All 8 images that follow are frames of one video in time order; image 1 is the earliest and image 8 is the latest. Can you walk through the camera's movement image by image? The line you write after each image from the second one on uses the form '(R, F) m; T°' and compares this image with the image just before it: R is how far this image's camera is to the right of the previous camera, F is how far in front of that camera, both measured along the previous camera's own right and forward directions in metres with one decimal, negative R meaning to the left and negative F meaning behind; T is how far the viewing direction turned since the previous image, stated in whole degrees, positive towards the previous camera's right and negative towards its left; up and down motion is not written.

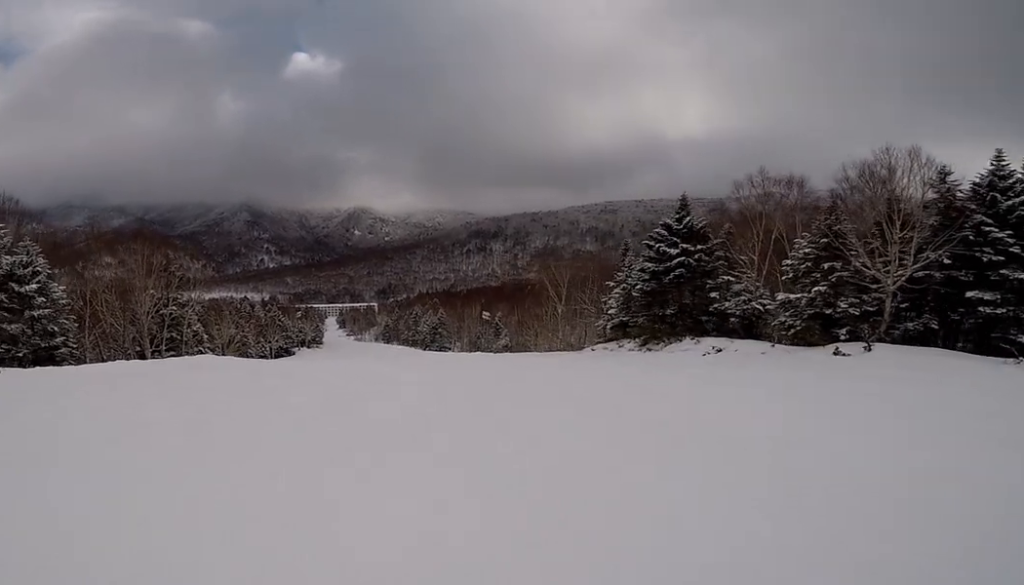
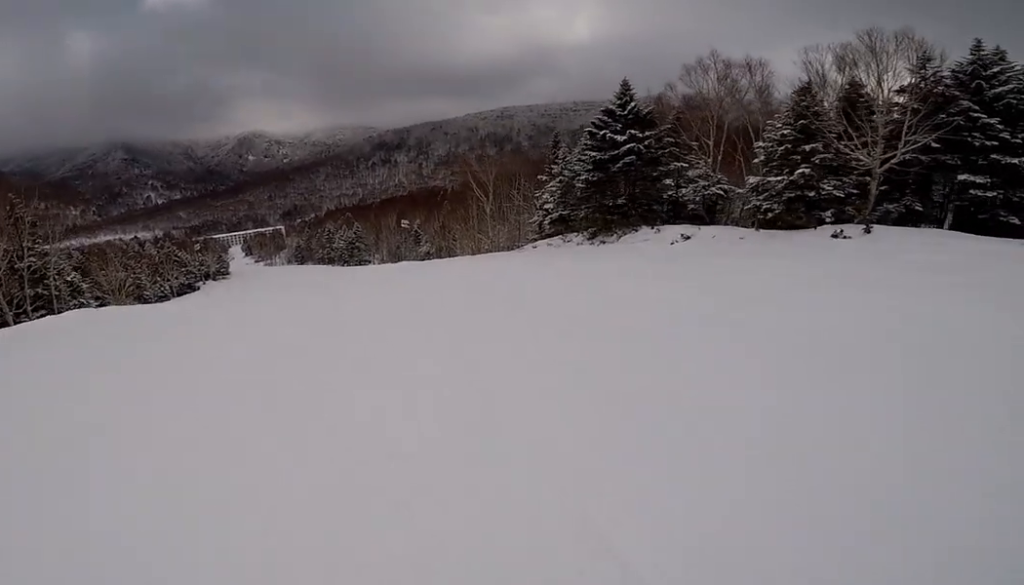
(+0.3, +5.0) m; +8°
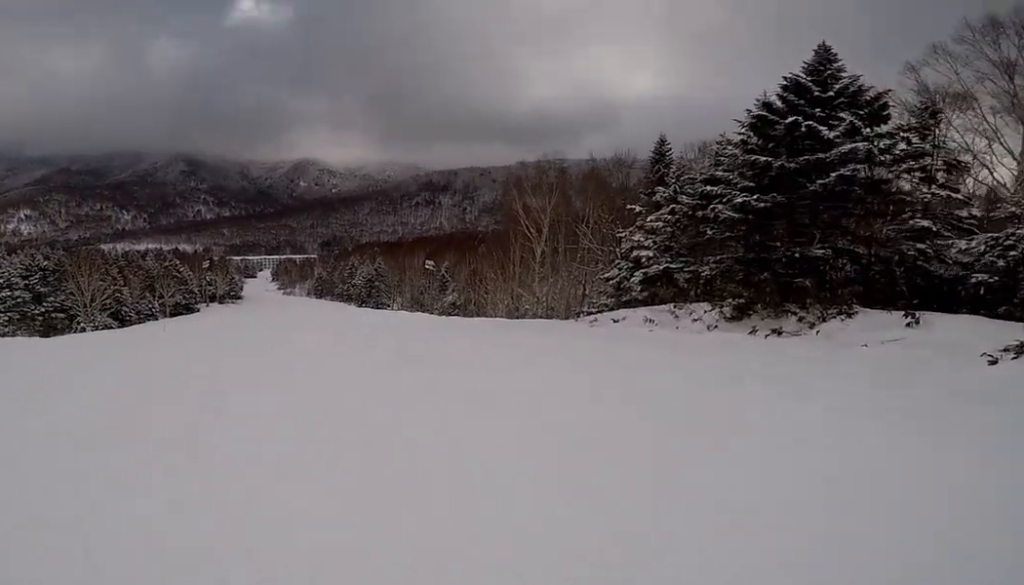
(+2.9, +15.3) m; +9°
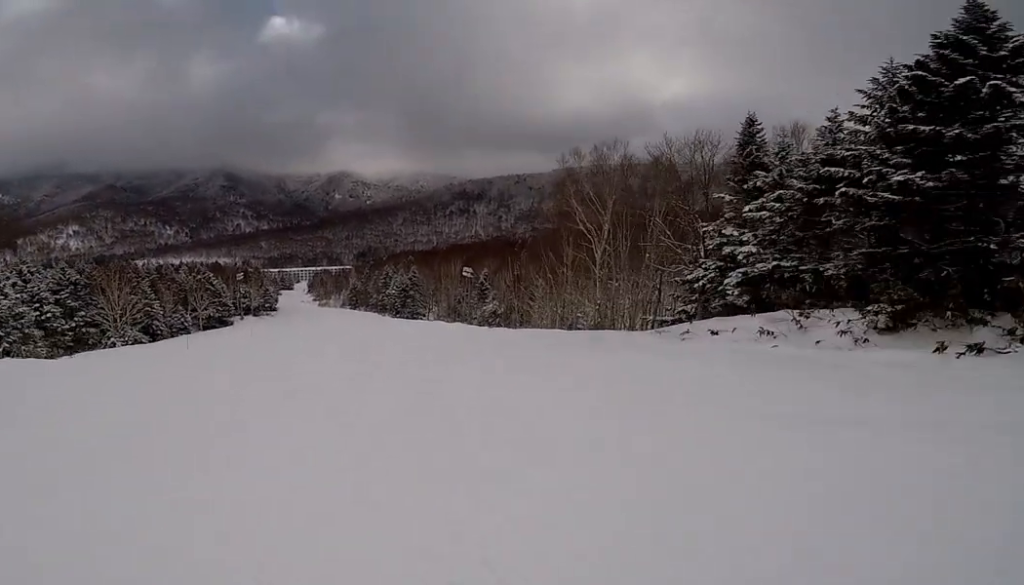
(-0.3, +4.4) m; -7°
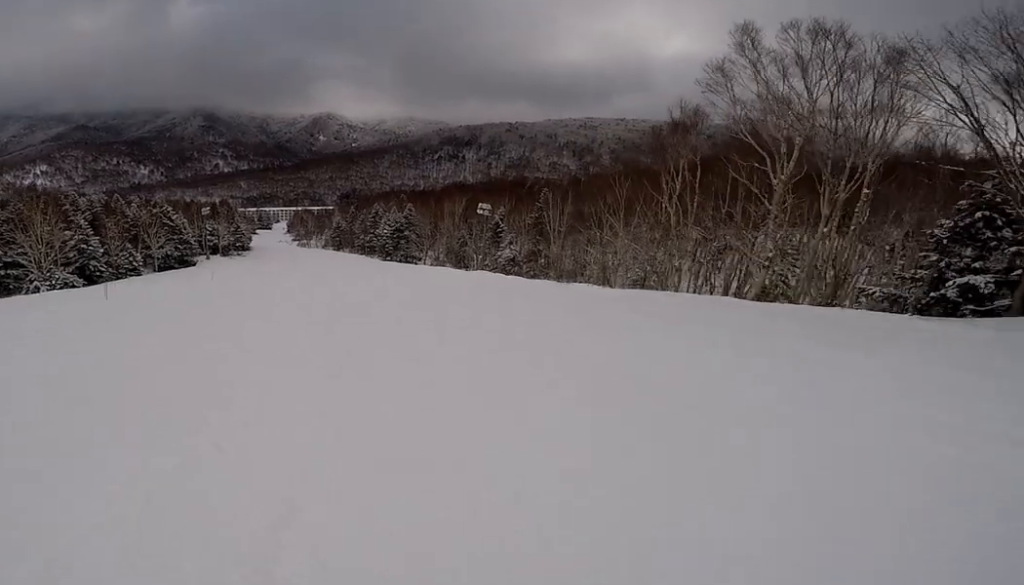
(-1.4, +13.7) m; -2°
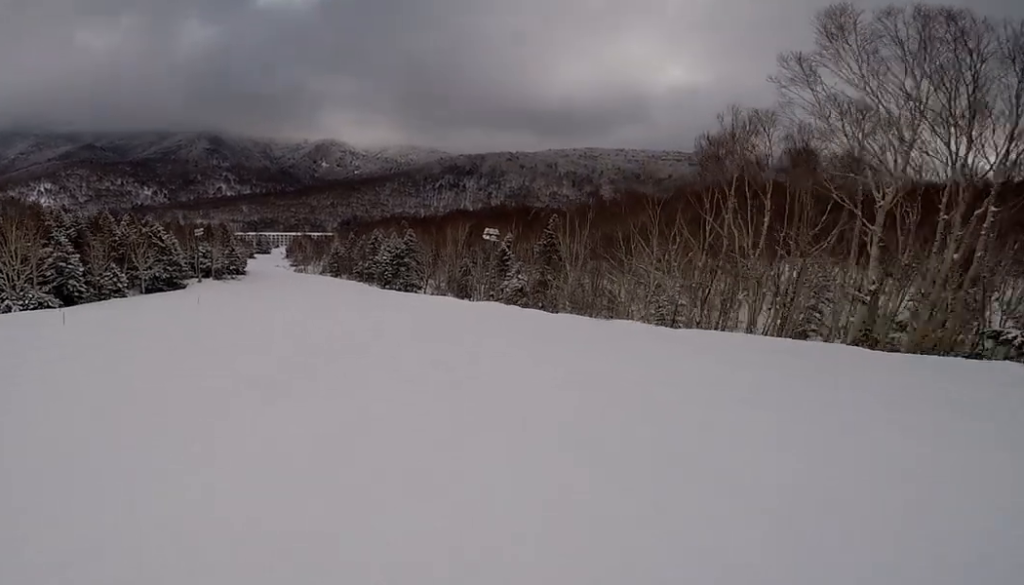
(-0.3, +4.4) m; +5°
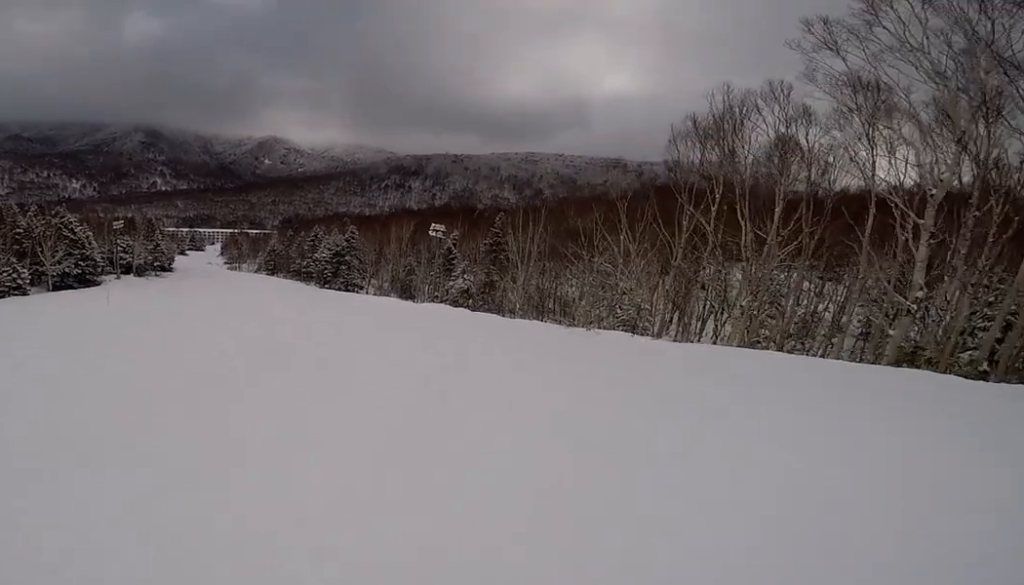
(+0.4, +4.3) m; +2°
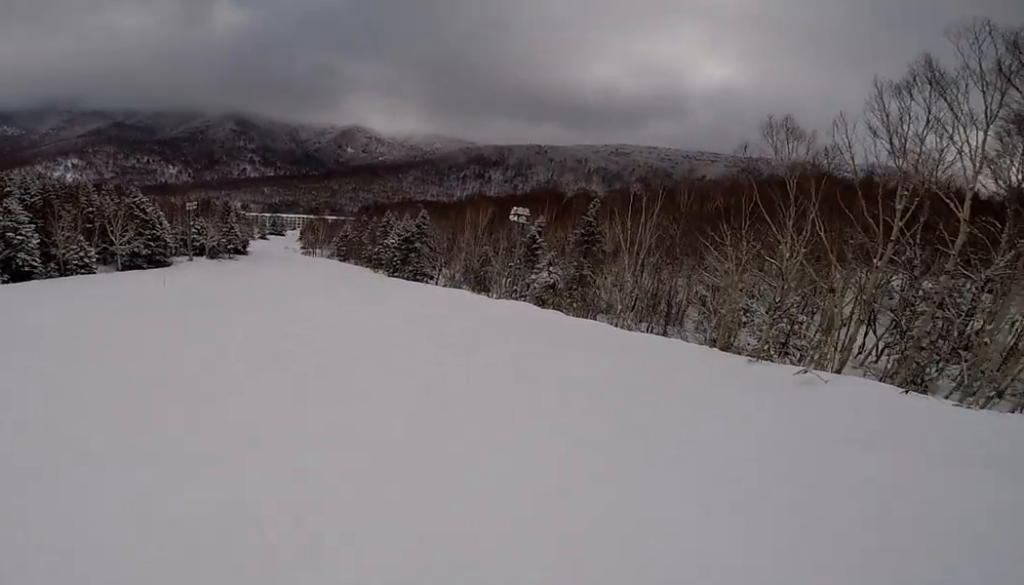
(+1.1, +5.8) m; 0°
